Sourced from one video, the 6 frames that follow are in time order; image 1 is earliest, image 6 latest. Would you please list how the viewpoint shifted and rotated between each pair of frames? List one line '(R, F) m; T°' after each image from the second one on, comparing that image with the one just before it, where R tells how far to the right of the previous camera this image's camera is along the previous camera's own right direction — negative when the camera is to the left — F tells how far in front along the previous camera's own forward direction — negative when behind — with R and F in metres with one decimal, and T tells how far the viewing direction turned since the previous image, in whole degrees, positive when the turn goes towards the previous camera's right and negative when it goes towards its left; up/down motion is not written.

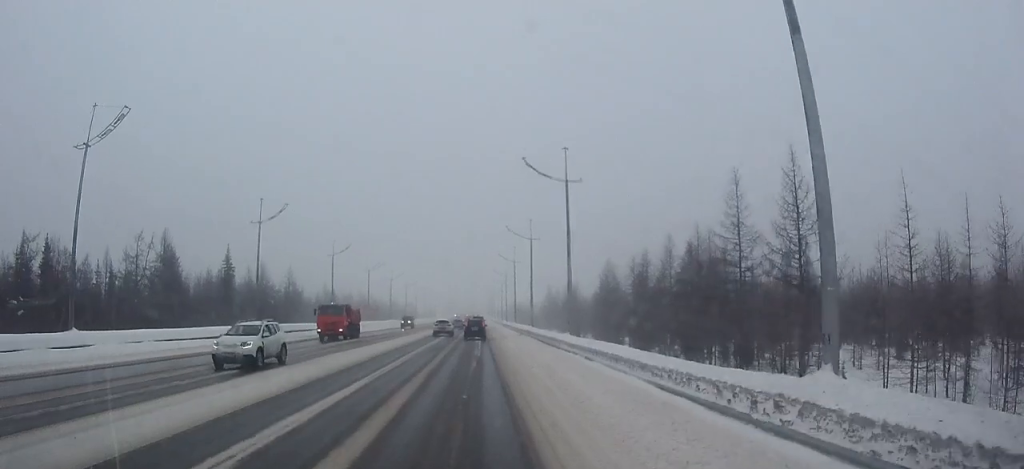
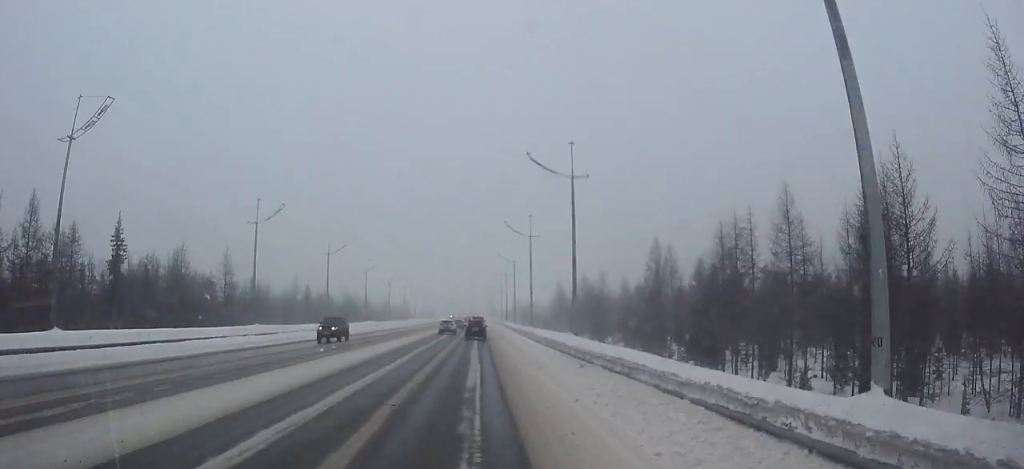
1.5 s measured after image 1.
(0.0, +26.3) m; 0°
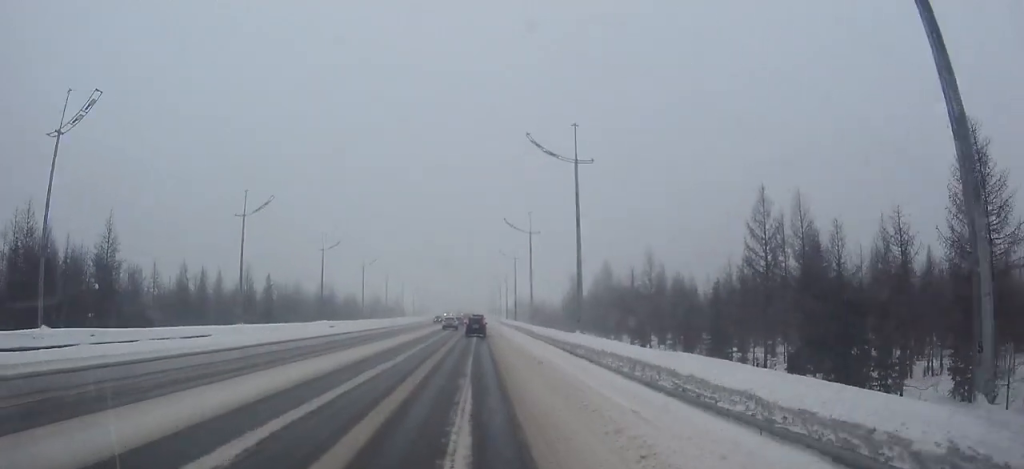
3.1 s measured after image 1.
(0.0, +26.8) m; 0°
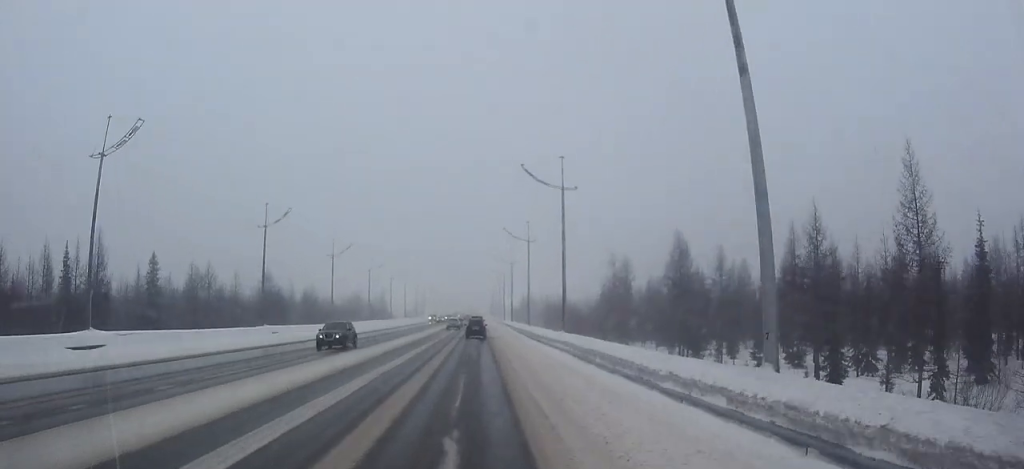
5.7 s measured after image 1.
(0.0, +44.9) m; 0°
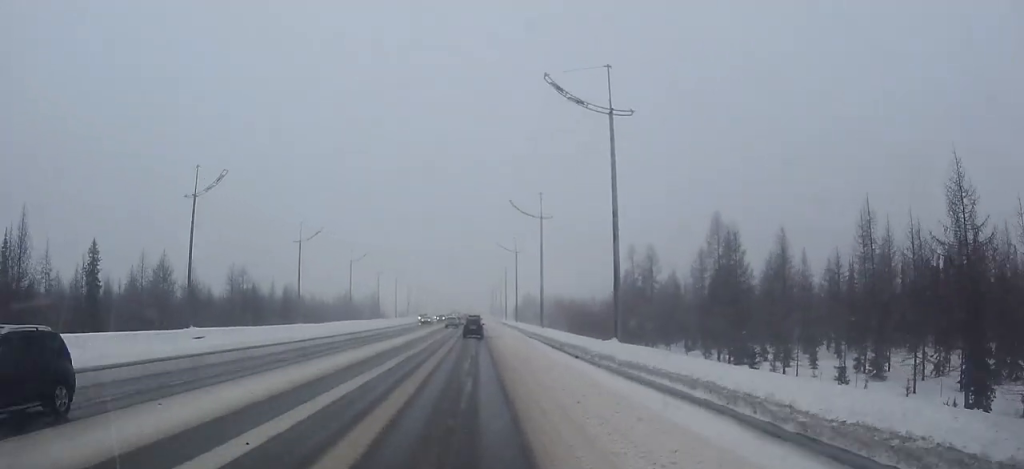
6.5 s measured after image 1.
(0.0, +13.6) m; 0°
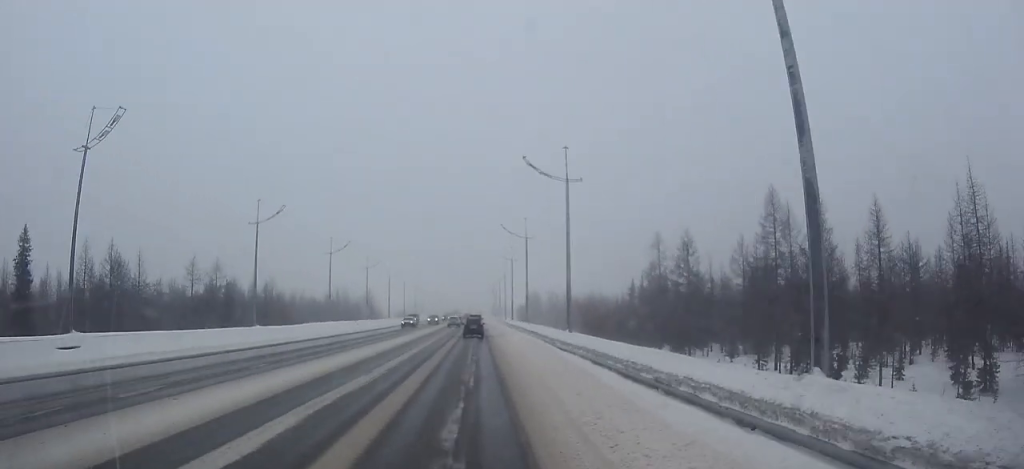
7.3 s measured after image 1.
(0.0, +13.0) m; 0°
